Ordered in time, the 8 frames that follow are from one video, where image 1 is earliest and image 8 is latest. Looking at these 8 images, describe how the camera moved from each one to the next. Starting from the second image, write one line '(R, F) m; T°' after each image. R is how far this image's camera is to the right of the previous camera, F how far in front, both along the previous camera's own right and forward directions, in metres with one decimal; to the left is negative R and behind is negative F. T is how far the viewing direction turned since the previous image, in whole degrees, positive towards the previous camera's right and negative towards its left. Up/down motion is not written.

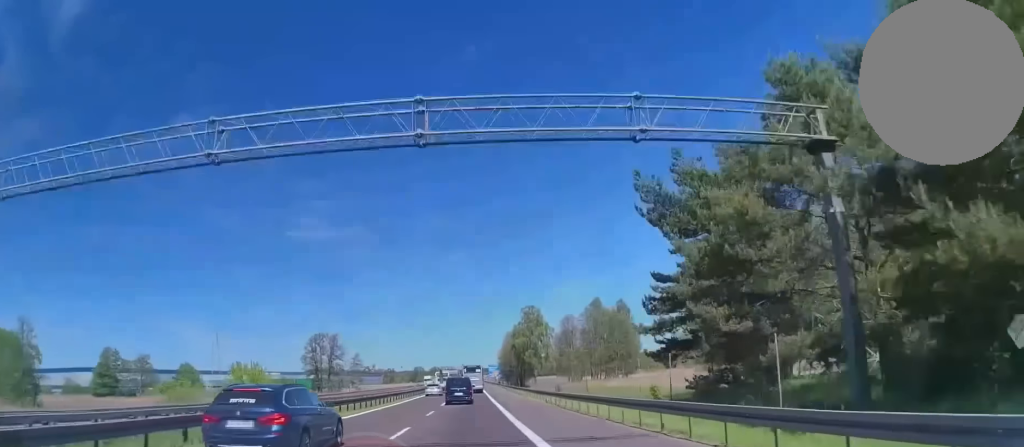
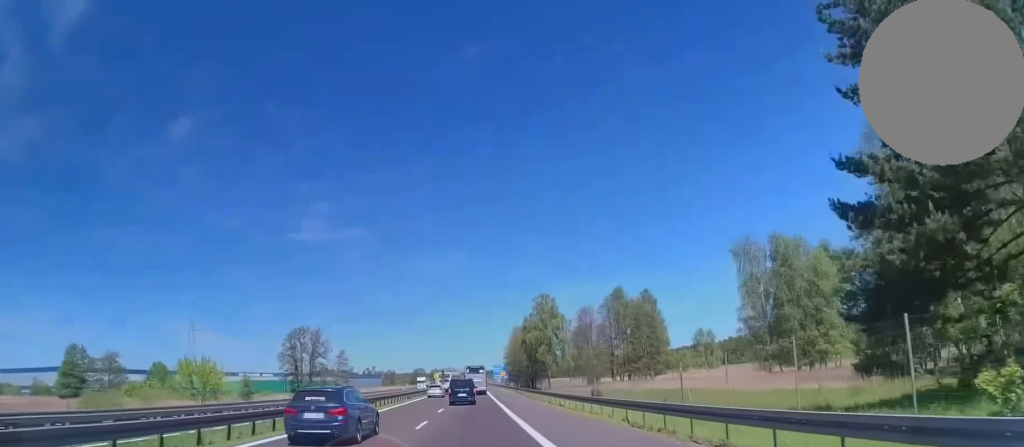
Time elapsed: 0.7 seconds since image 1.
(0.0, +20.1) m; 0°
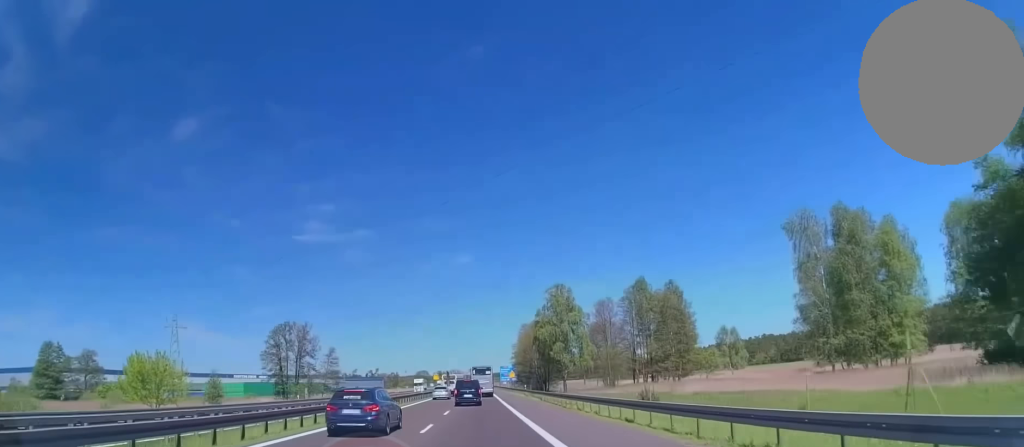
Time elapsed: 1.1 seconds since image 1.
(0.0, +13.9) m; 0°
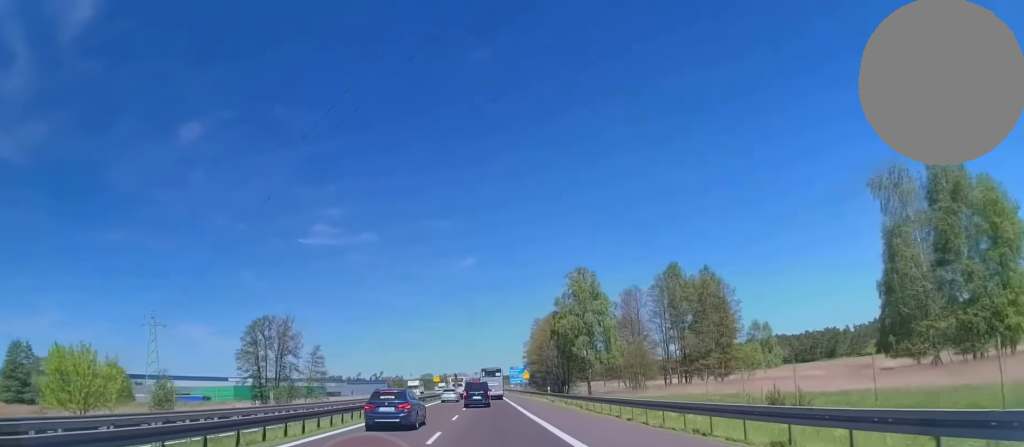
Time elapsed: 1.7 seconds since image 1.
(-0.1, +15.7) m; 0°
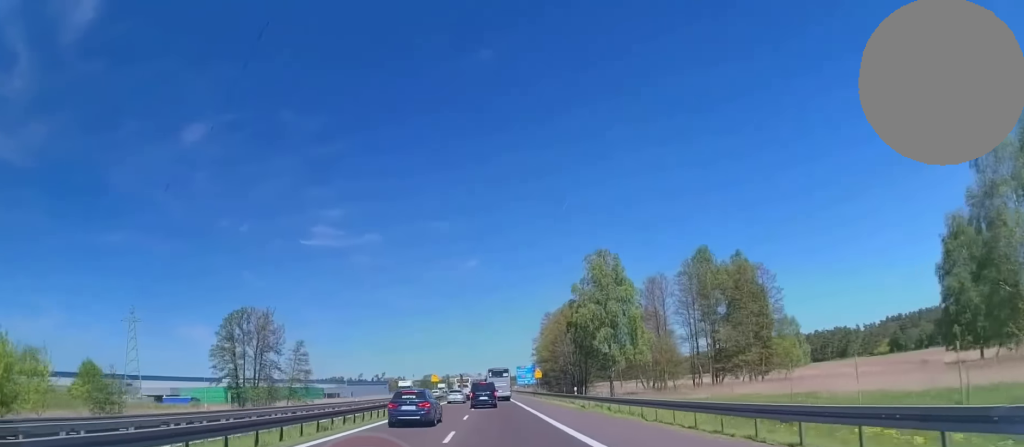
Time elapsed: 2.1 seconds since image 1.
(0.0, +11.8) m; 0°
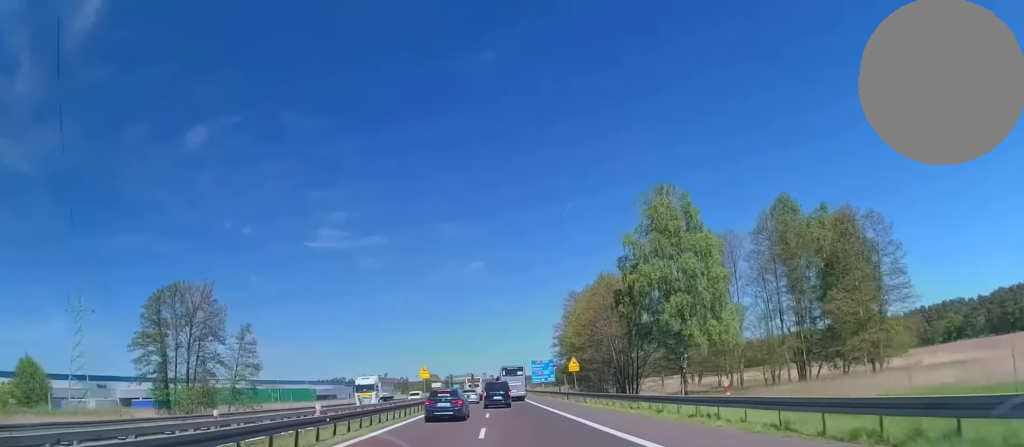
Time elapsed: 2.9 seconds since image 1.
(-0.1, +23.4) m; 0°
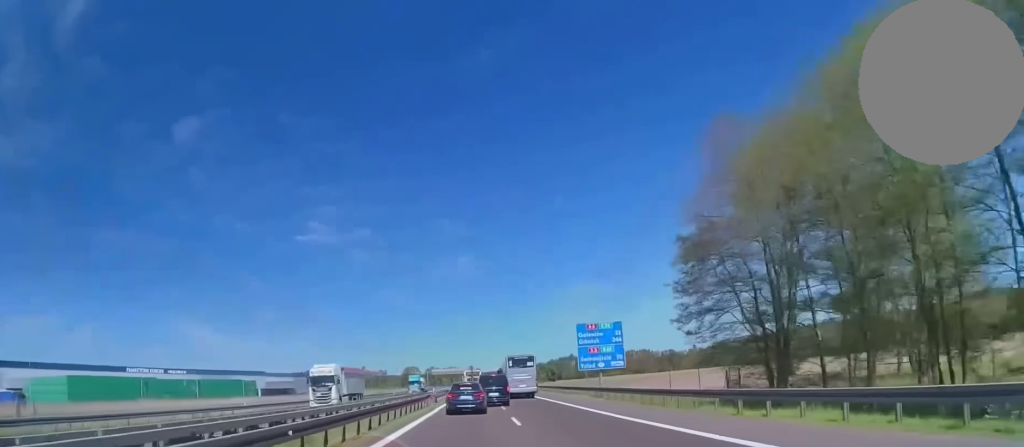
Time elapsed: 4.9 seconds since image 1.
(-0.1, +58.2) m; 0°
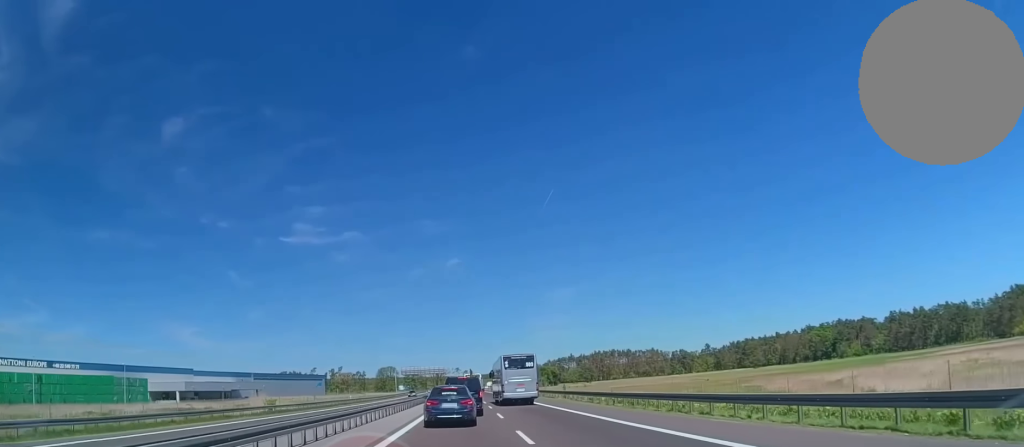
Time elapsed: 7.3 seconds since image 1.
(+0.7, +67.9) m; +1°
